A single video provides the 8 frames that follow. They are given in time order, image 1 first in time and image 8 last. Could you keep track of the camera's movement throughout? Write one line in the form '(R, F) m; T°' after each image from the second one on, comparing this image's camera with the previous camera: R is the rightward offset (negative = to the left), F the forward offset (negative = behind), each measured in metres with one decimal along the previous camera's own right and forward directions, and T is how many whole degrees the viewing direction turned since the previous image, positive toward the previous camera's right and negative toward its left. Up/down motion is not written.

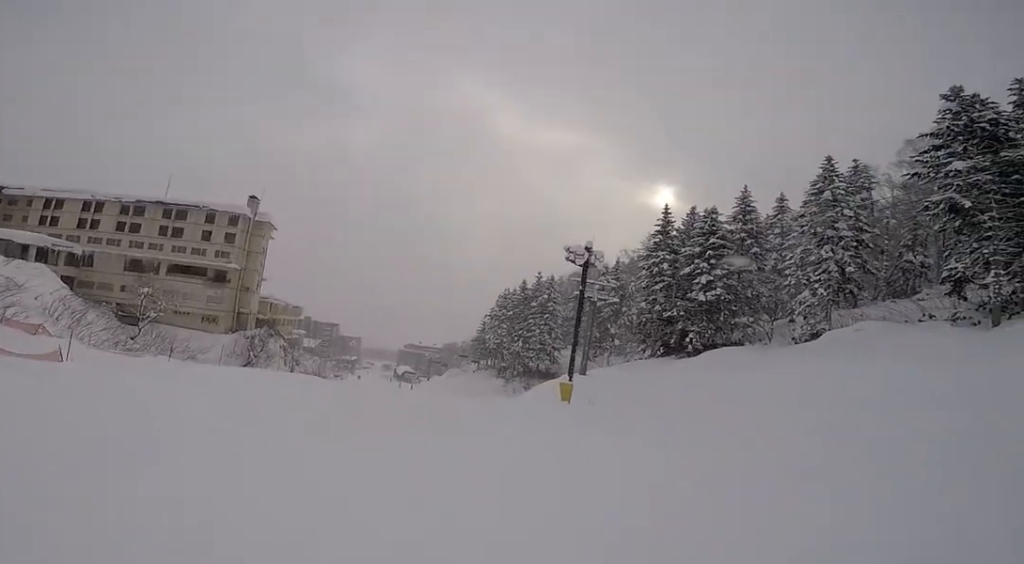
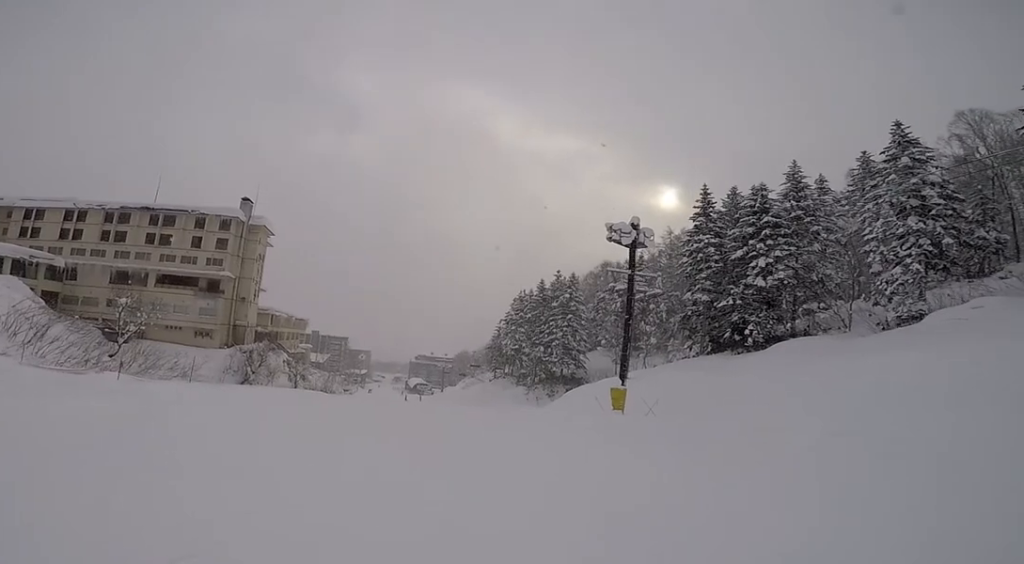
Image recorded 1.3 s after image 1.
(+0.4, +5.3) m; -3°
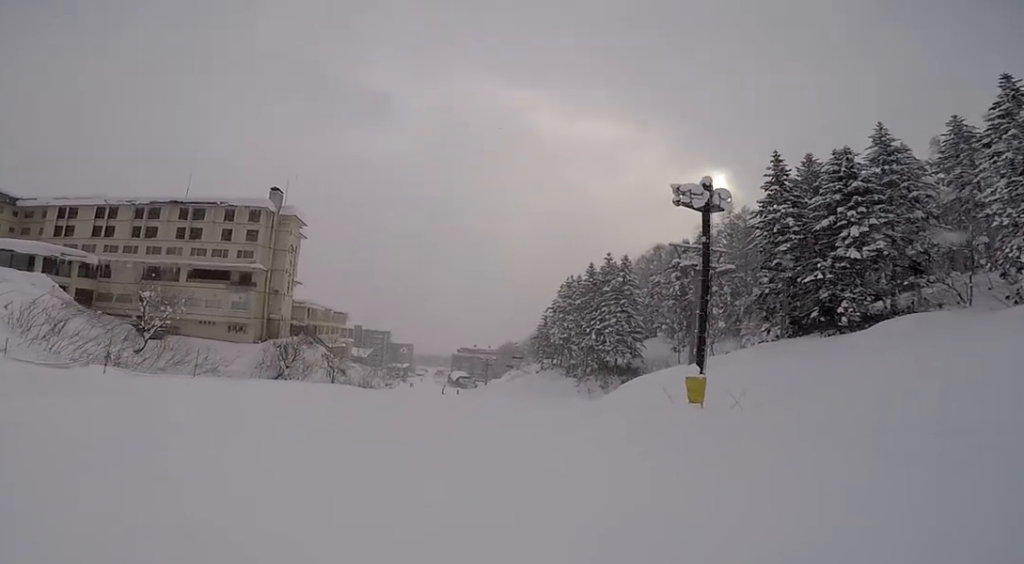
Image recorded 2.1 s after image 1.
(-0.6, +3.1) m; +1°
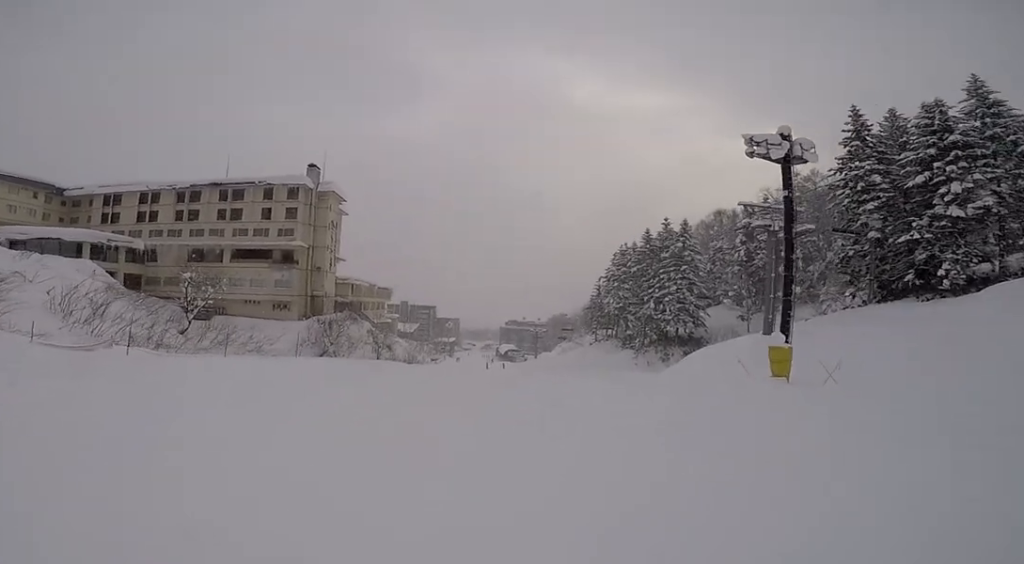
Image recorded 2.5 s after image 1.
(+0.4, +1.9) m; -1°
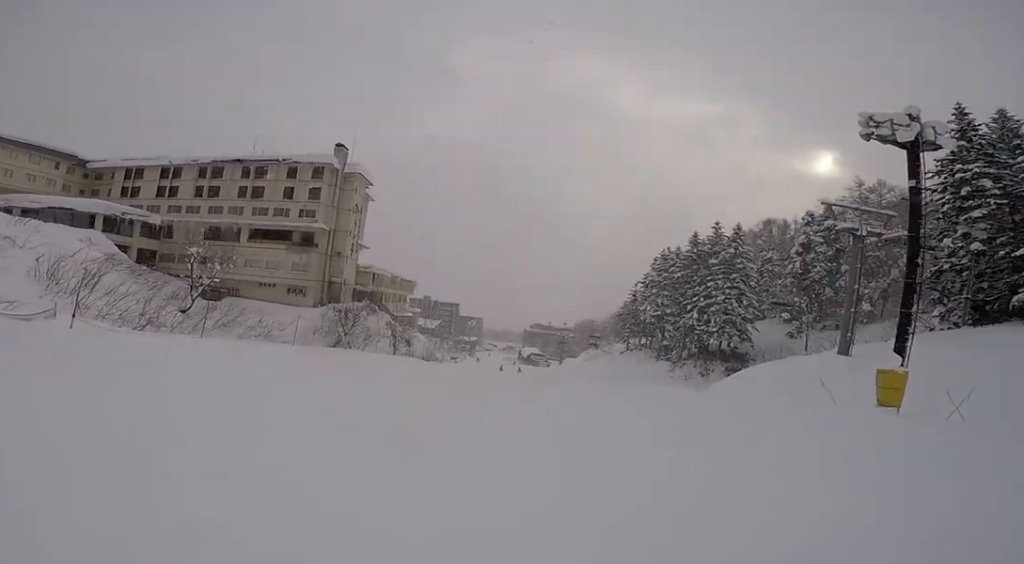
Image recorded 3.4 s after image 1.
(+0.1, +3.7) m; -5°
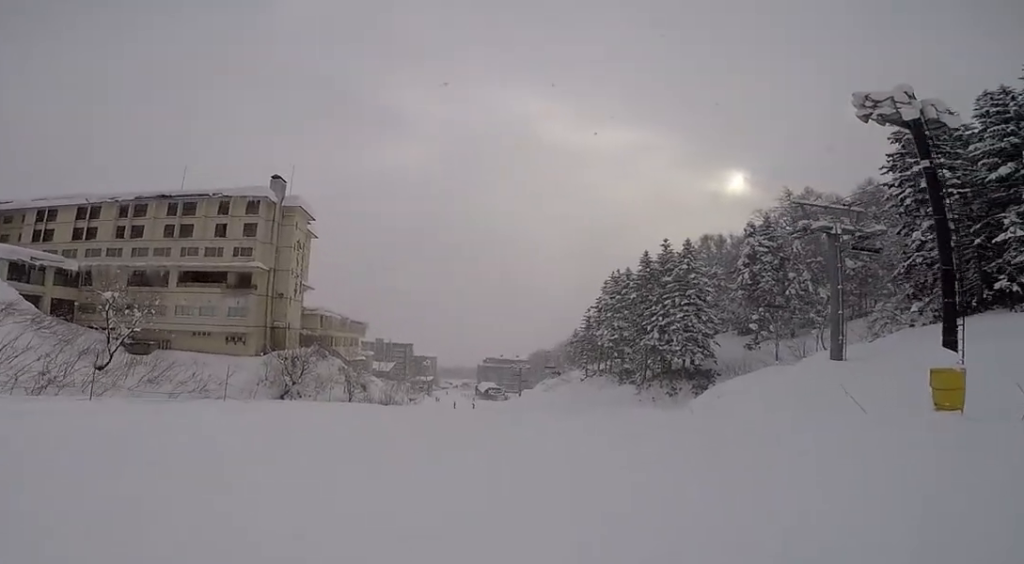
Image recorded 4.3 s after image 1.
(-0.6, +3.8) m; -5°
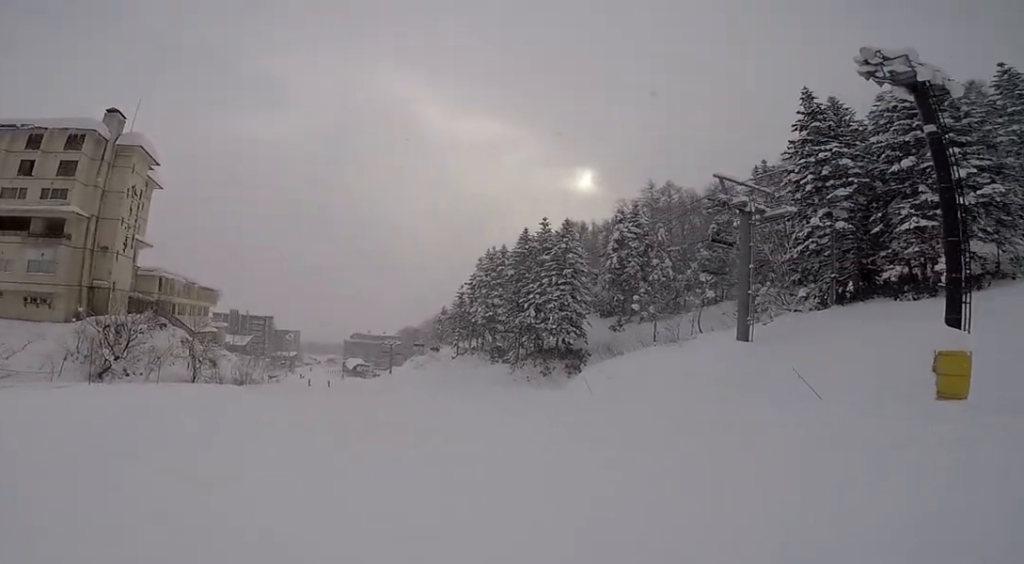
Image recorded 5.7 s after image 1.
(+0.5, +6.8) m; +10°
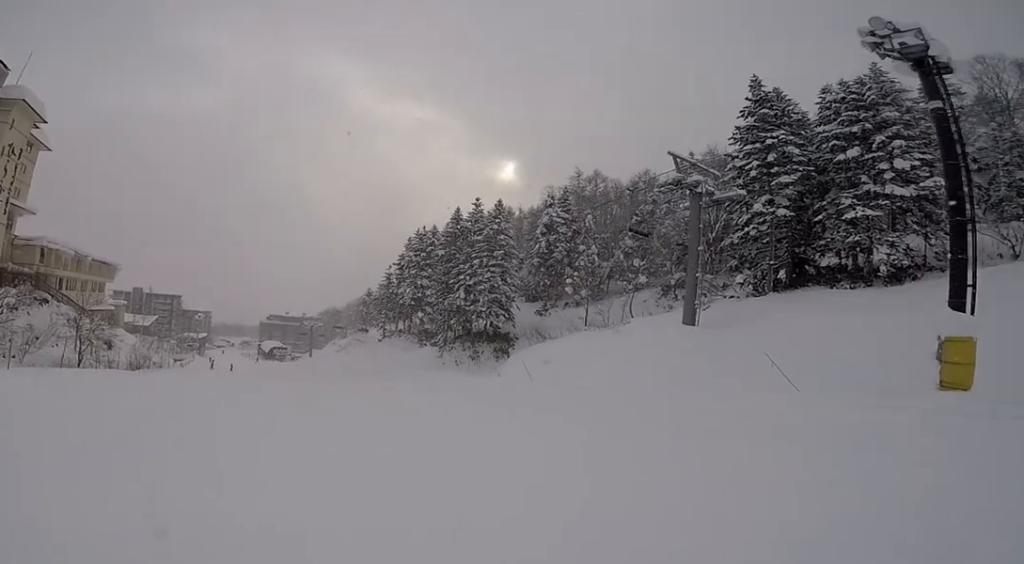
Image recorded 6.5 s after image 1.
(+0.3, +3.6) m; +2°
